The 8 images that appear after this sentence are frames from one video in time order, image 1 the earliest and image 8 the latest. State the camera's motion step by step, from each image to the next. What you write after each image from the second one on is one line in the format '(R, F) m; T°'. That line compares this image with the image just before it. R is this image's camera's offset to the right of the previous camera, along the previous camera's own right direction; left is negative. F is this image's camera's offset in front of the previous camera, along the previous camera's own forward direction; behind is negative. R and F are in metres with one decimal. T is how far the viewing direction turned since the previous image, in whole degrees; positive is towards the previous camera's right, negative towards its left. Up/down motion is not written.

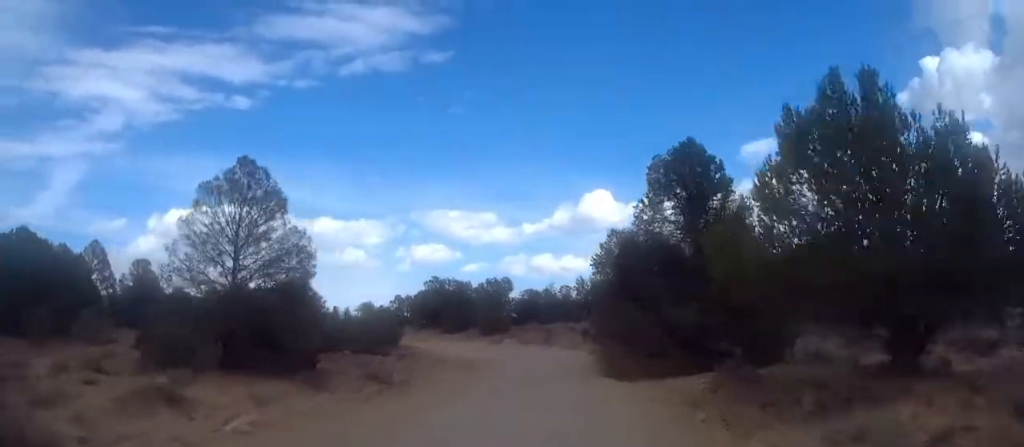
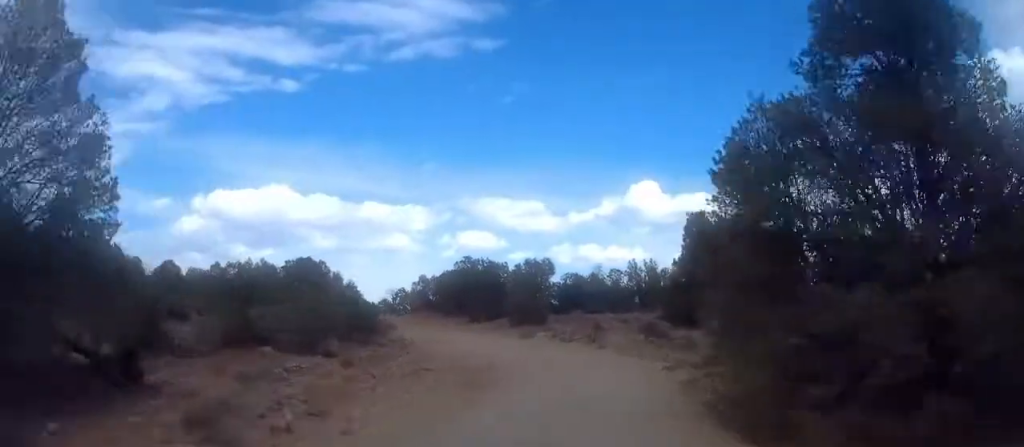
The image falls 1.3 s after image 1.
(-0.7, +11.0) m; -3°
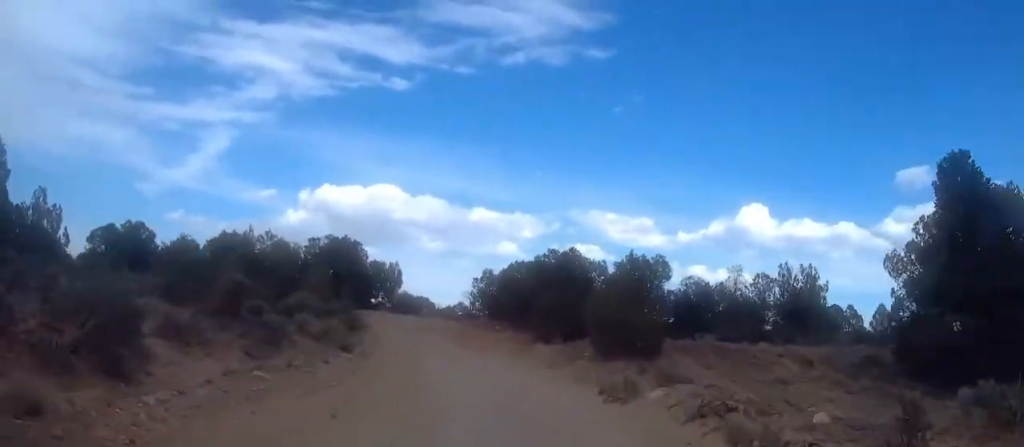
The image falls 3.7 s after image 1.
(-0.9, +21.0) m; -6°
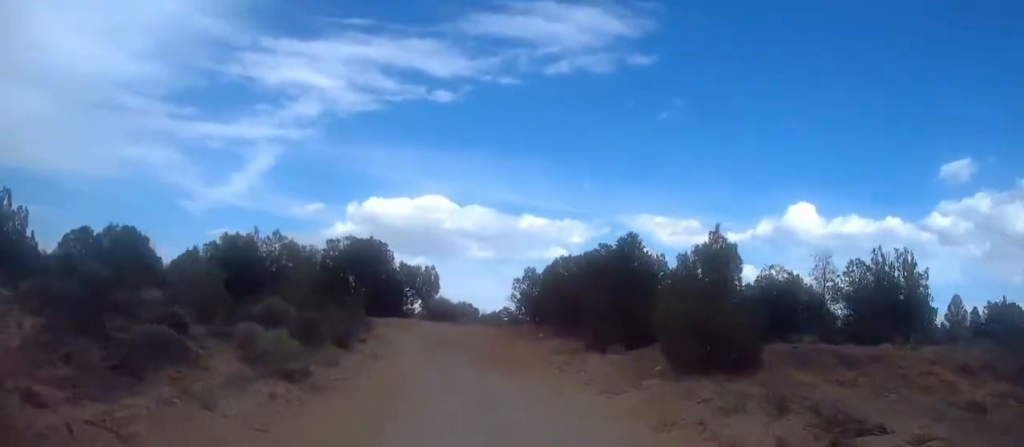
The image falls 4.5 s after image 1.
(0.0, +7.5) m; -3°
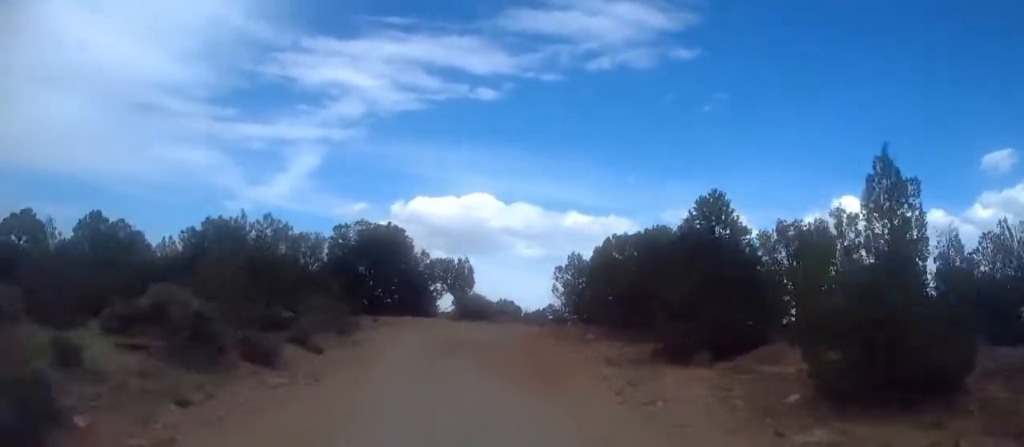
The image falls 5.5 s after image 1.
(-0.6, +8.7) m; -5°
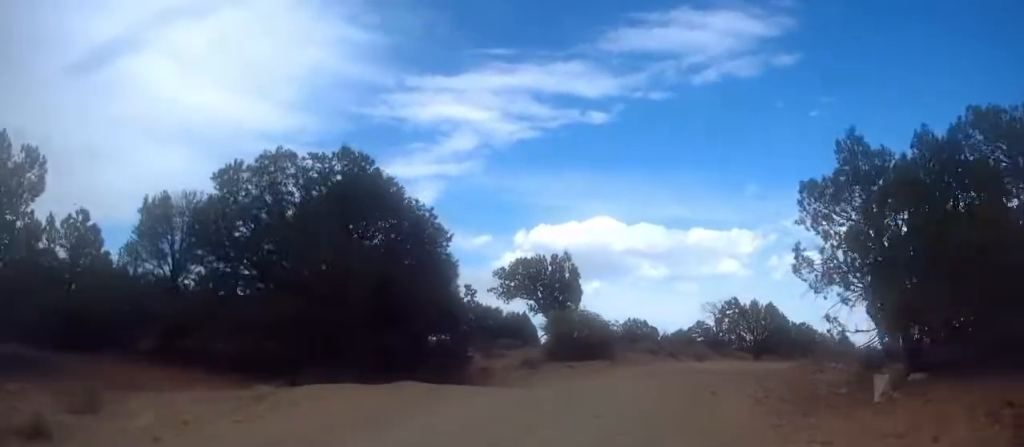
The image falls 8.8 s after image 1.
(-3.3, +27.5) m; -8°
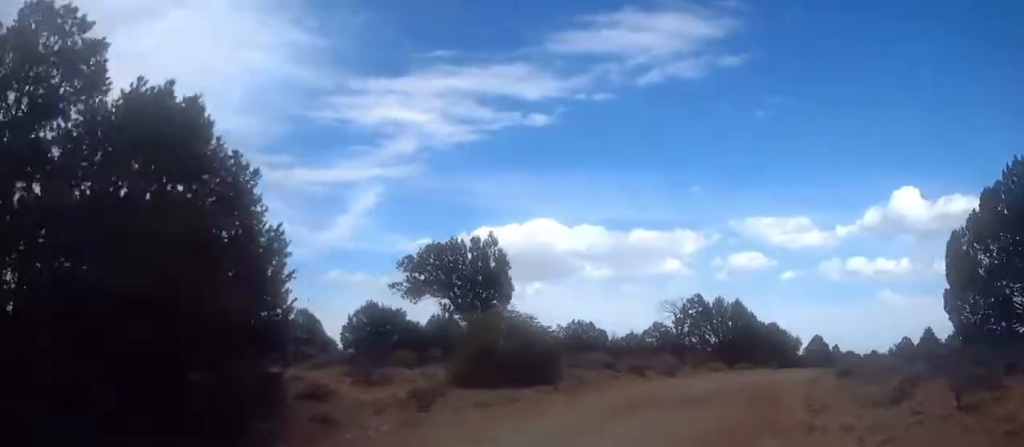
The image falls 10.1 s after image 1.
(-0.4, +10.5) m; +3°
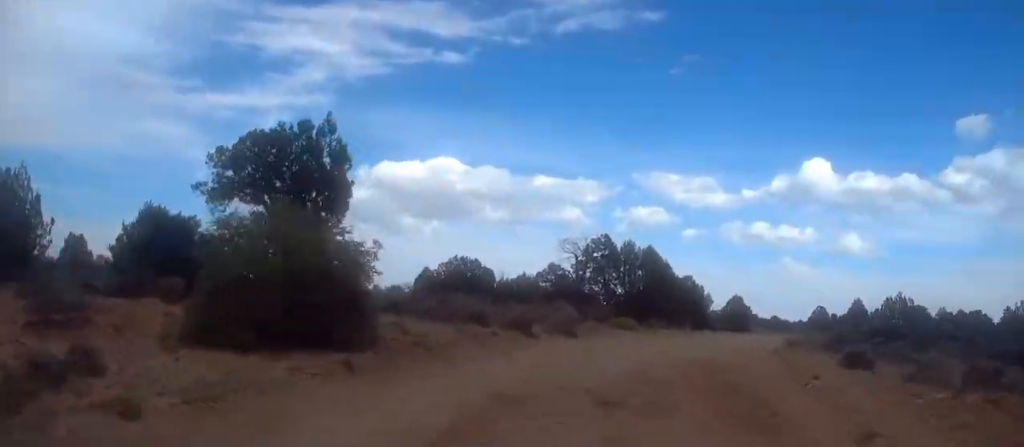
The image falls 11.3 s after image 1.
(+0.9, +9.7) m; +6°
